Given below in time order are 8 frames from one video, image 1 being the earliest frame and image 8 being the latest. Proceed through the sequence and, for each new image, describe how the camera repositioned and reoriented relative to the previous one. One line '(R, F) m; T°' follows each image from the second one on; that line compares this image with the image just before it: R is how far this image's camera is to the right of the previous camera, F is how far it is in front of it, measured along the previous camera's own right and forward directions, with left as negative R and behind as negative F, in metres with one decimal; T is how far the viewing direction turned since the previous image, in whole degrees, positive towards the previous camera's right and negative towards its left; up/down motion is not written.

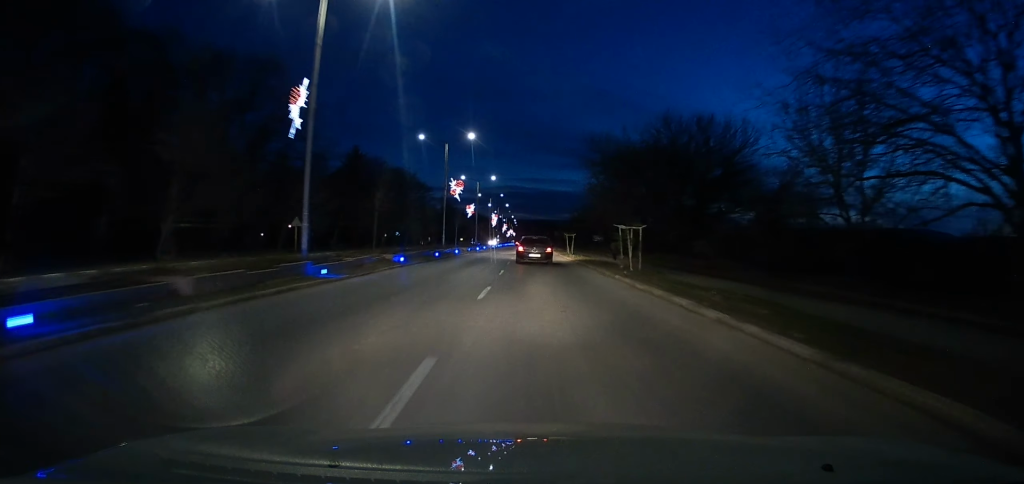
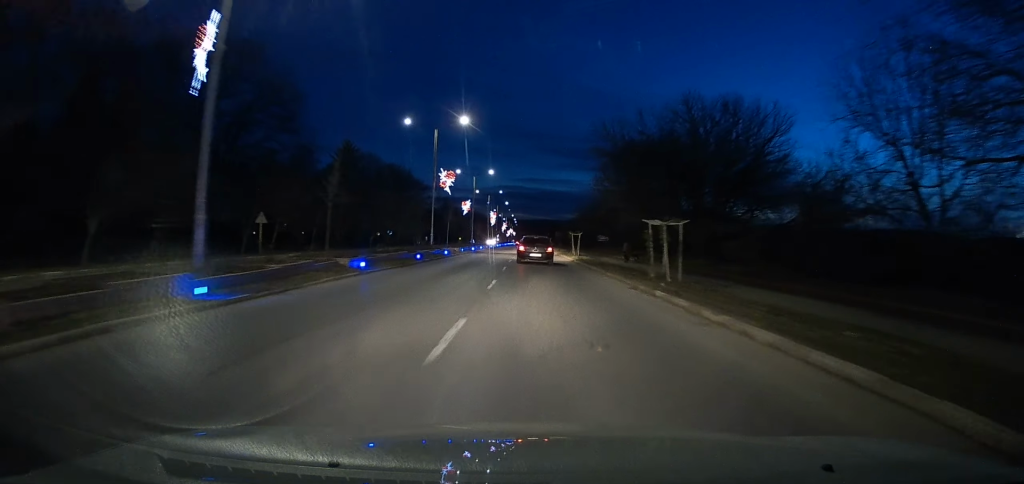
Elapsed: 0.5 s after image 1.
(+0.1, +6.1) m; +1°
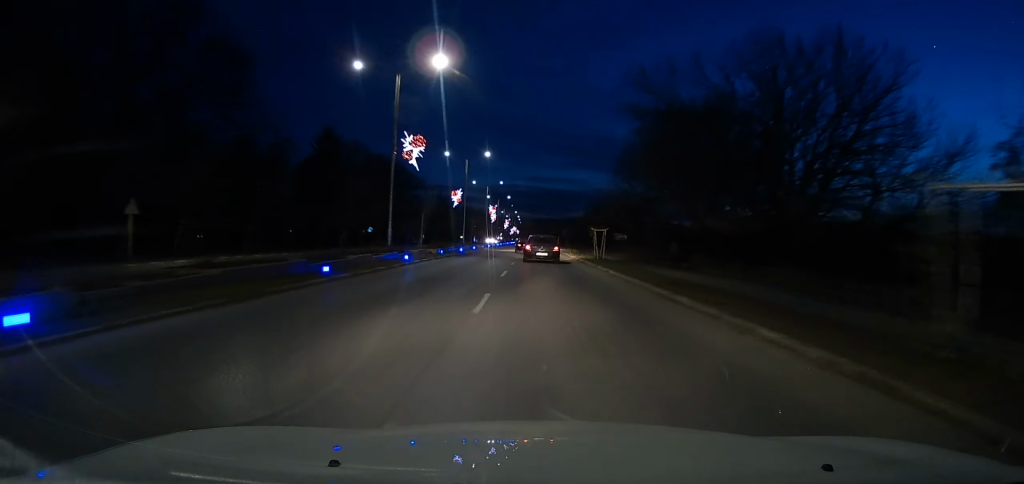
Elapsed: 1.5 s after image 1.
(+0.1, +14.1) m; 0°
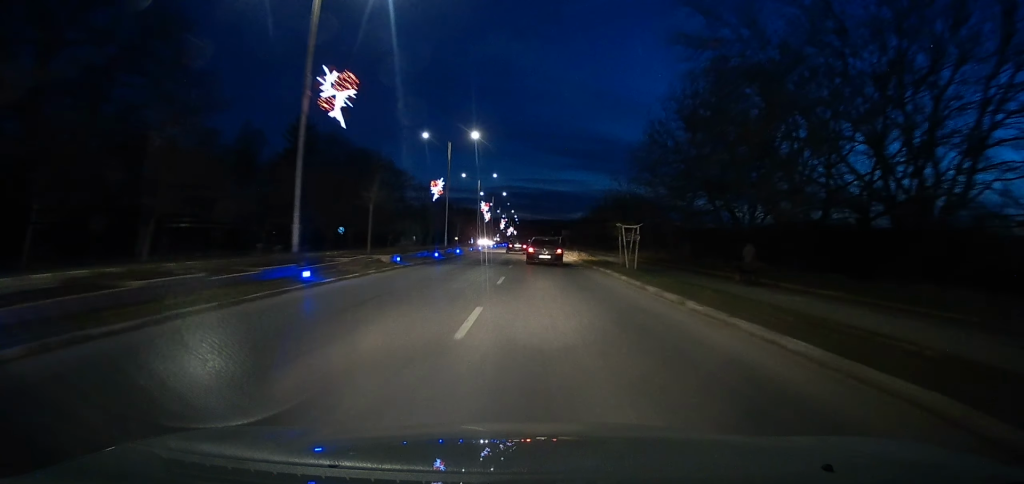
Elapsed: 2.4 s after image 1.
(0.0, +11.3) m; 0°
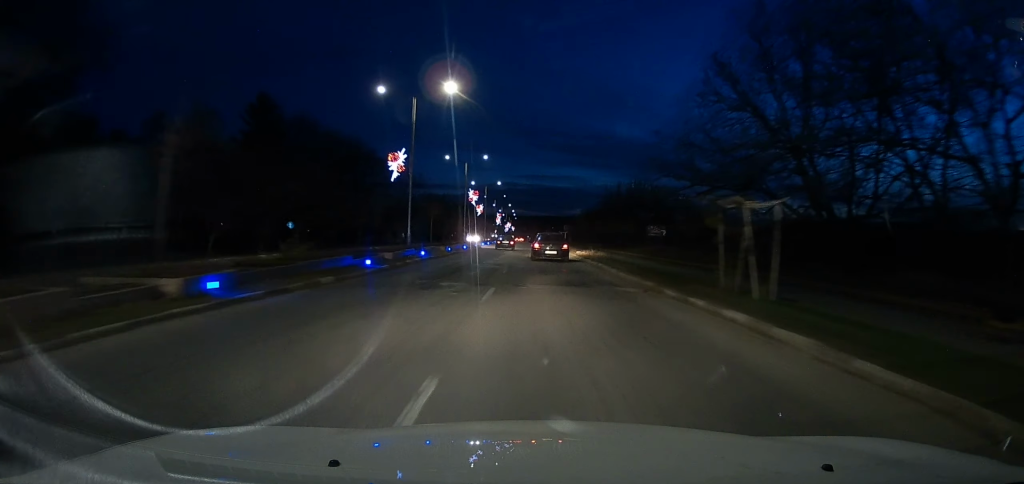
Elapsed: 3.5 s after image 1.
(0.0, +14.3) m; 0°
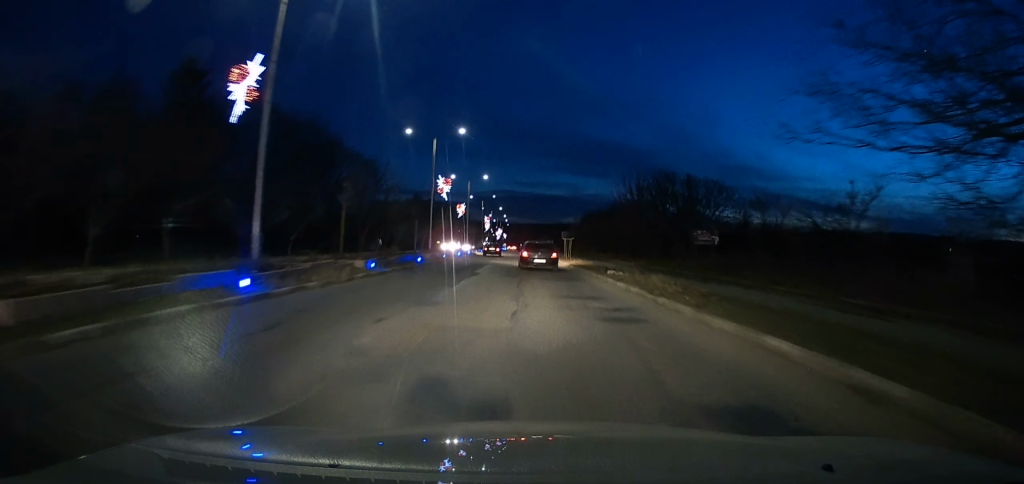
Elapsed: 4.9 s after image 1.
(0.0, +18.6) m; 0°
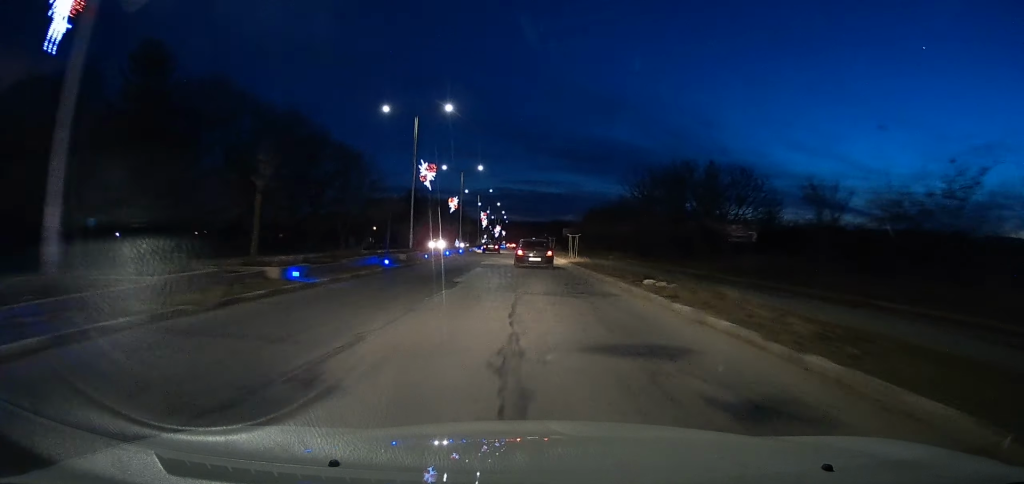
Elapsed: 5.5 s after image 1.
(0.0, +7.2) m; 0°
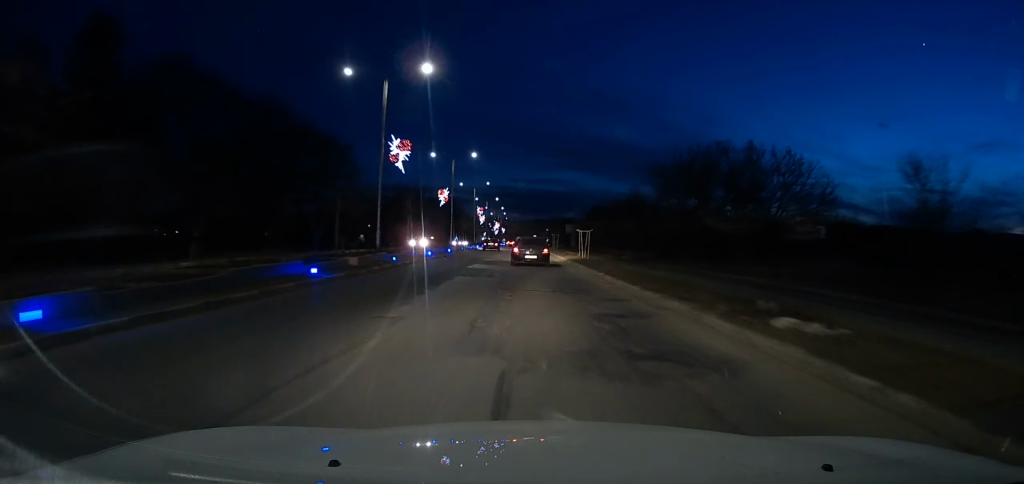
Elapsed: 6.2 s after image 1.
(0.0, +8.4) m; 0°
